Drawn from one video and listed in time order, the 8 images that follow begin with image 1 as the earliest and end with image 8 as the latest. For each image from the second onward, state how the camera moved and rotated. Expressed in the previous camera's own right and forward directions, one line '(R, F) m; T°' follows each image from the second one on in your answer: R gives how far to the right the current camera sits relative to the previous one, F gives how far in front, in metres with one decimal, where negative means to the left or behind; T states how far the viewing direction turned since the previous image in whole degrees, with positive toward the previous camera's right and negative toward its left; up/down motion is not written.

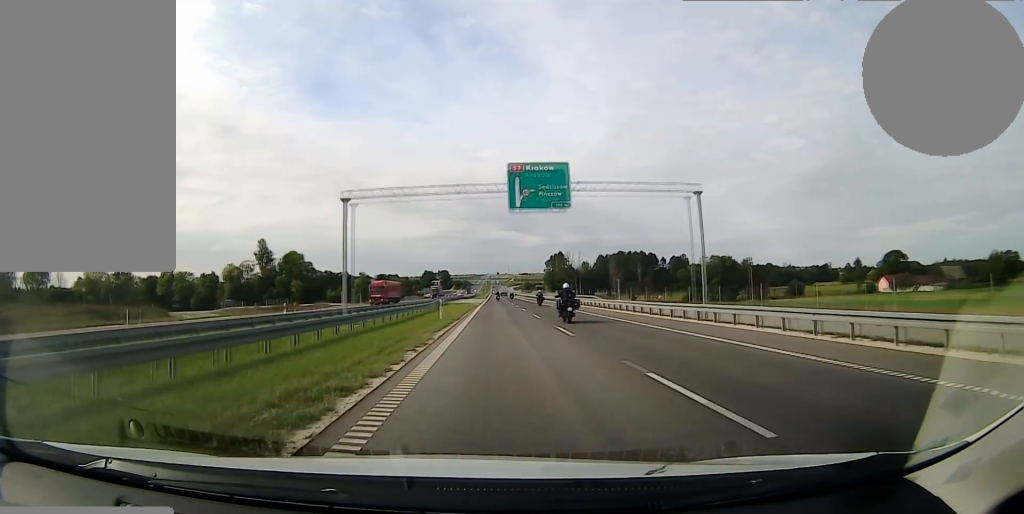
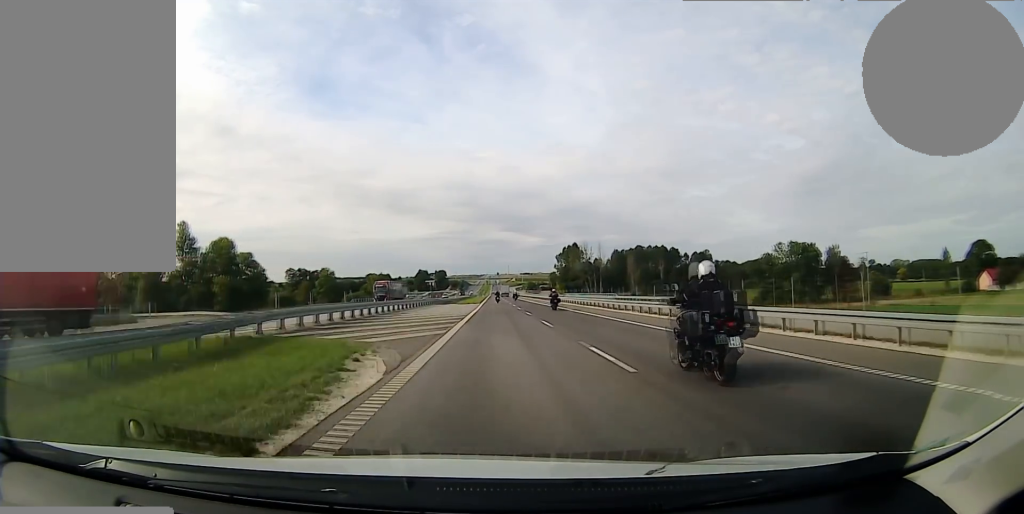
(0.0, +57.1) m; 0°
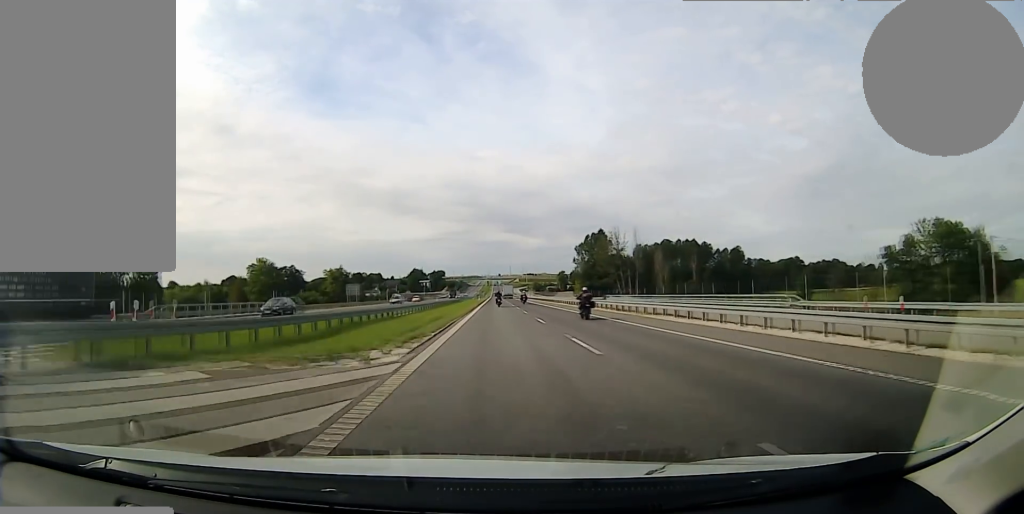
(0.0, +59.1) m; 0°
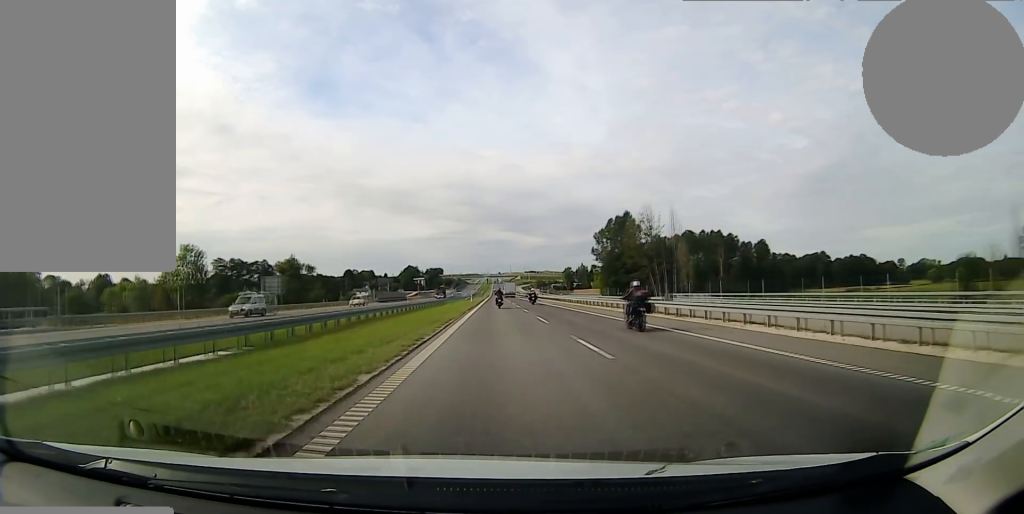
(0.0, +39.1) m; 0°
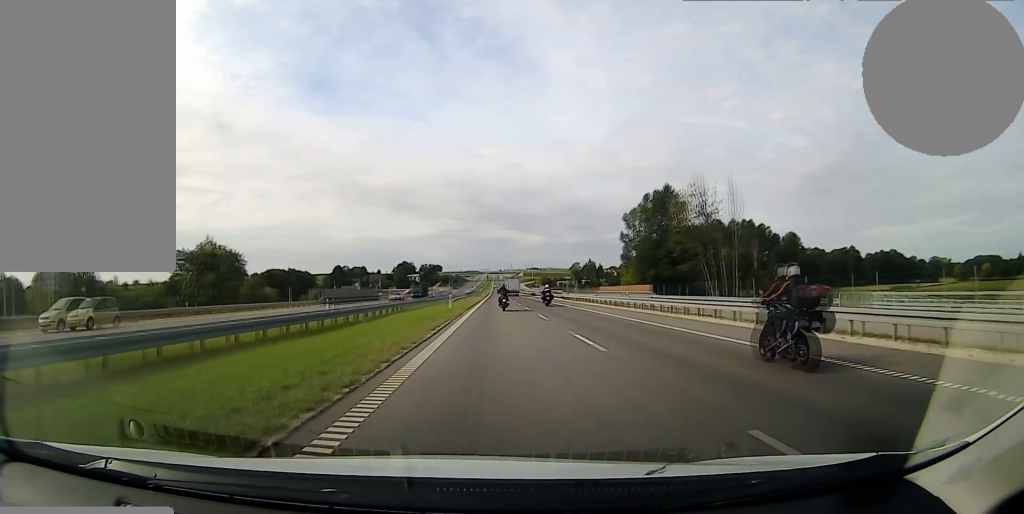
(-0.1, +38.0) m; 0°
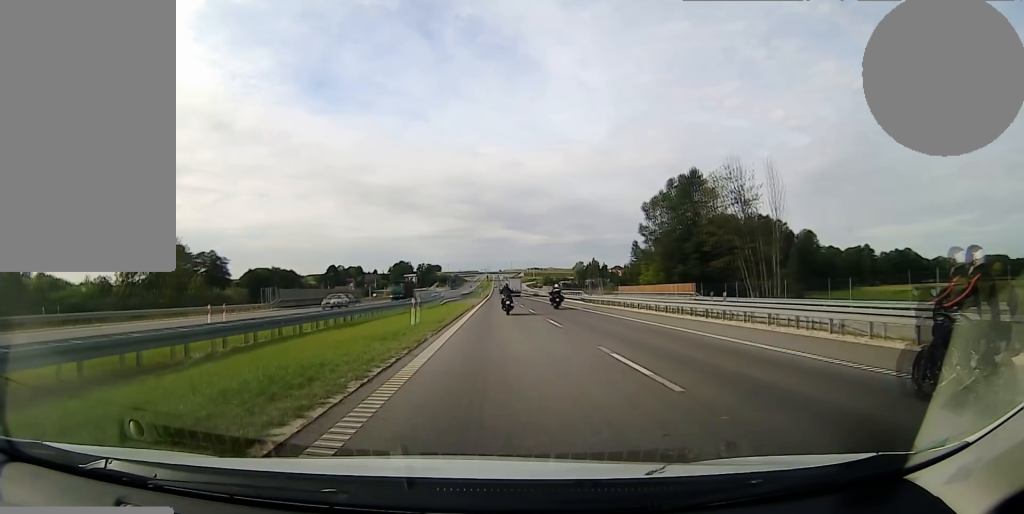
(0.0, +17.9) m; 0°
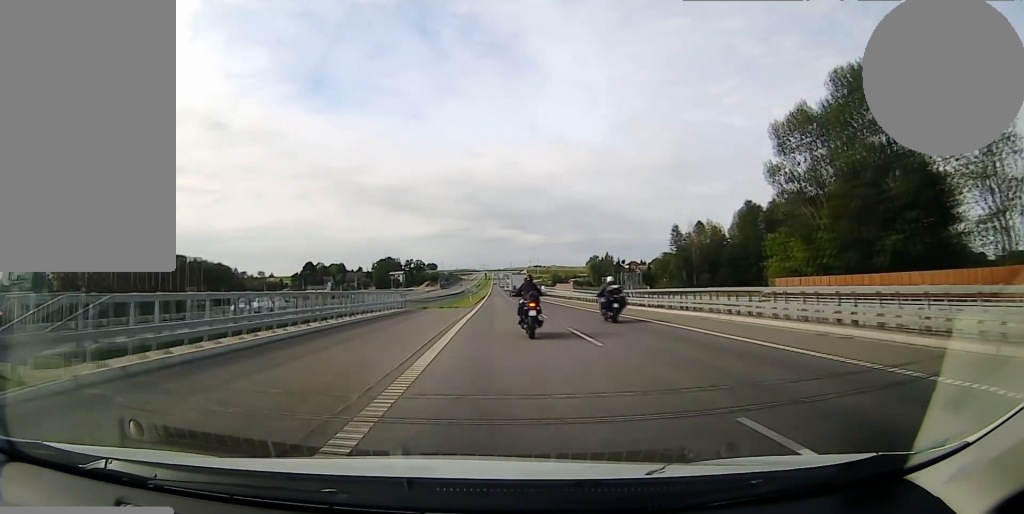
(-0.1, +61.7) m; 0°
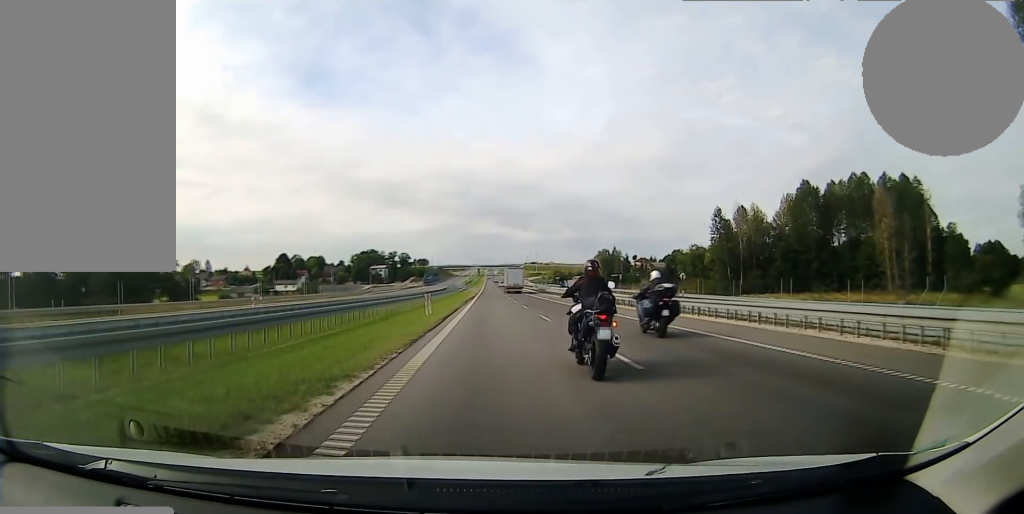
(0.0, +50.6) m; 0°
